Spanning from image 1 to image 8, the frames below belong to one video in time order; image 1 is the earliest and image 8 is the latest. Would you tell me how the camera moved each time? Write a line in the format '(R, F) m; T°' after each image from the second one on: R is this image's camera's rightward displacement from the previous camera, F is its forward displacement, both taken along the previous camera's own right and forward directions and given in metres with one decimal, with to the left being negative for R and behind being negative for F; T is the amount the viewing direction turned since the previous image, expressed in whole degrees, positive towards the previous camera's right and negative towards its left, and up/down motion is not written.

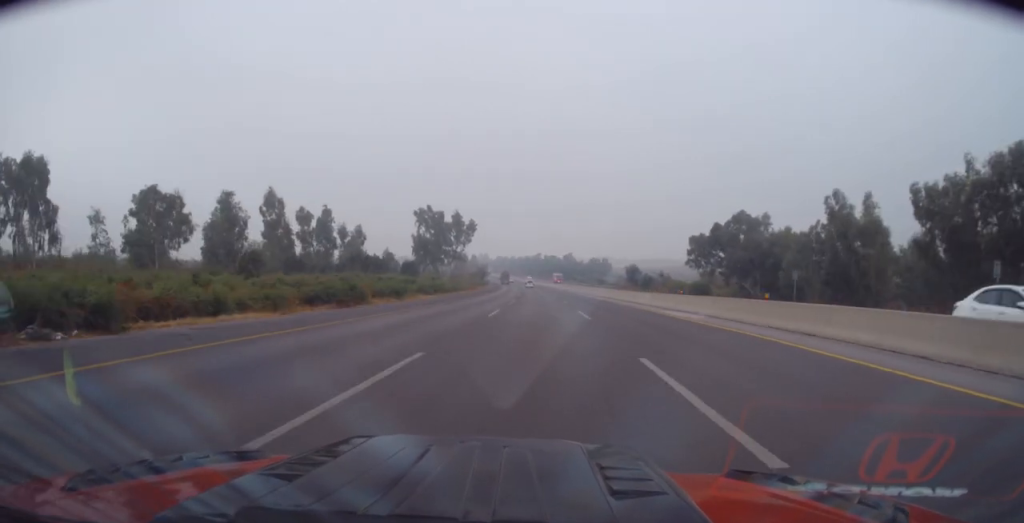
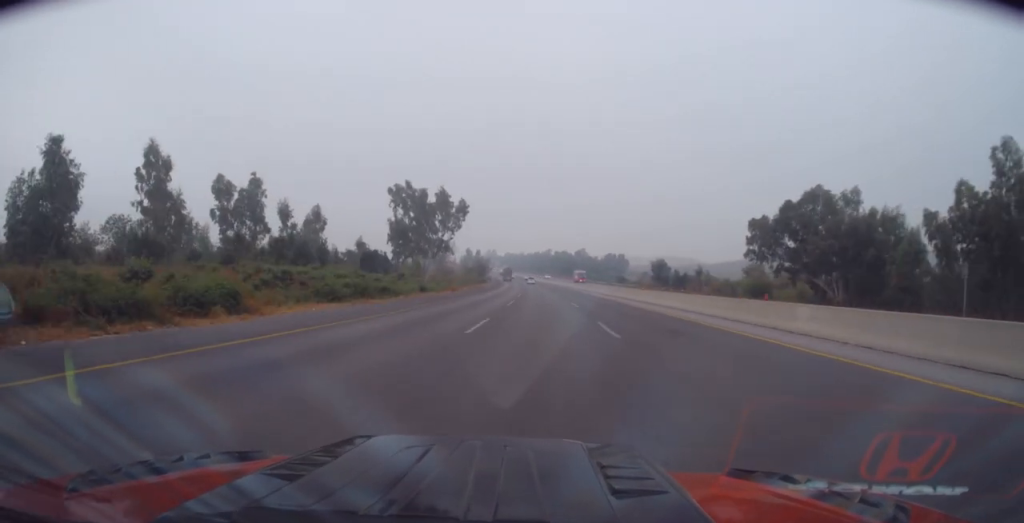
(0.0, +25.4) m; -1°
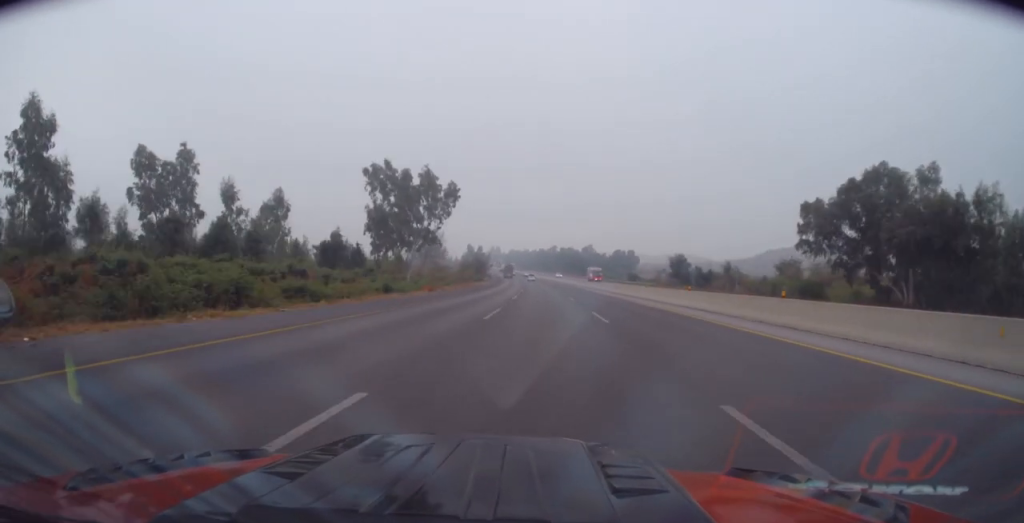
(+0.1, +14.4) m; -1°
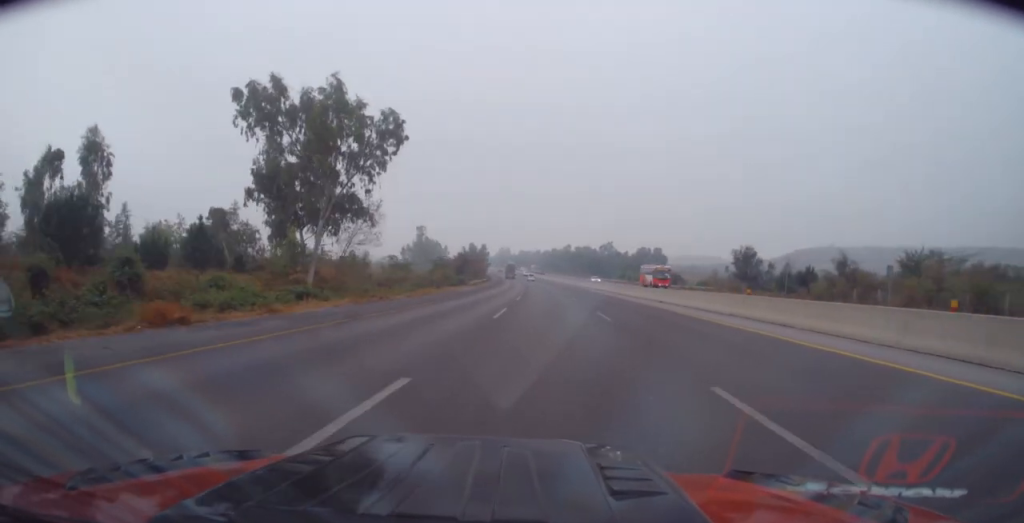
(-0.8, +34.8) m; -2°
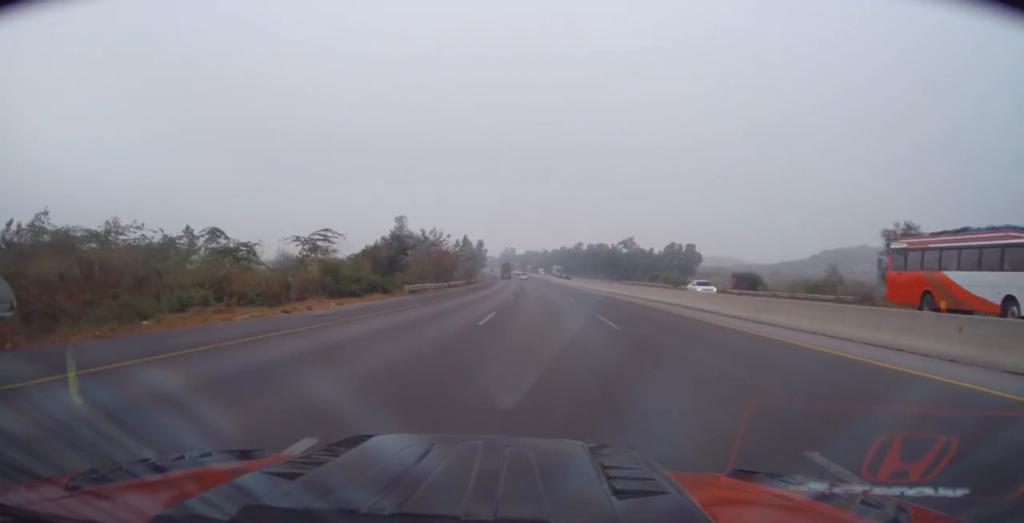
(+0.1, +38.9) m; 0°
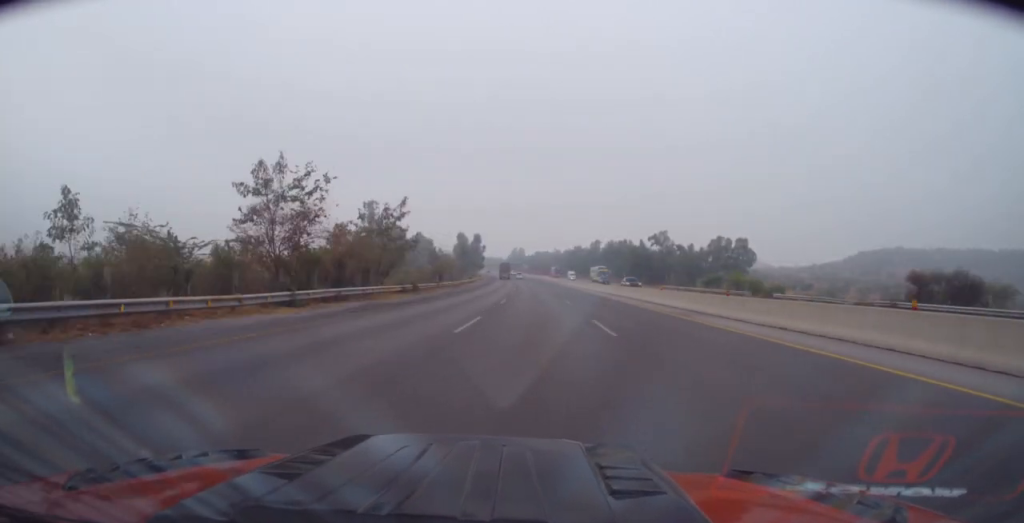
(-0.2, +38.4) m; -1°
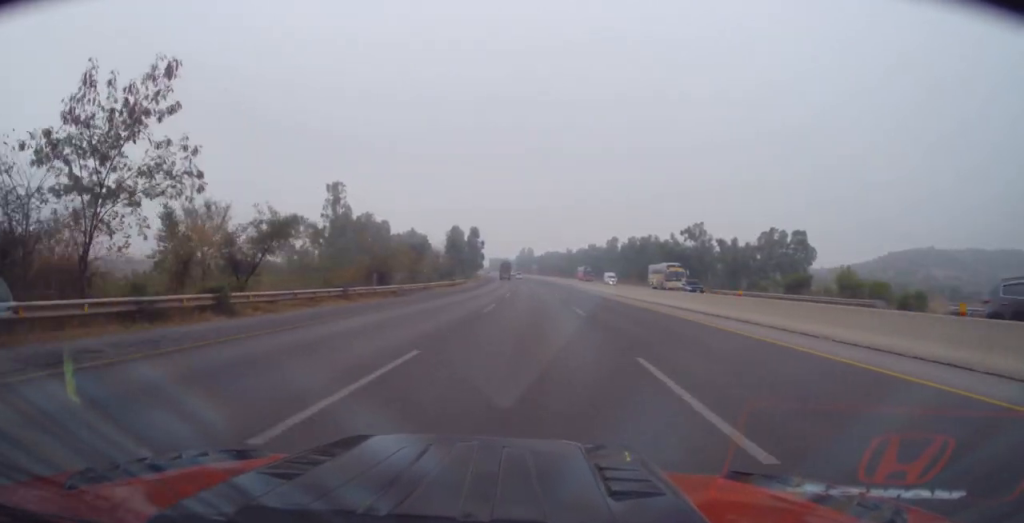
(-0.3, +27.8) m; -2°
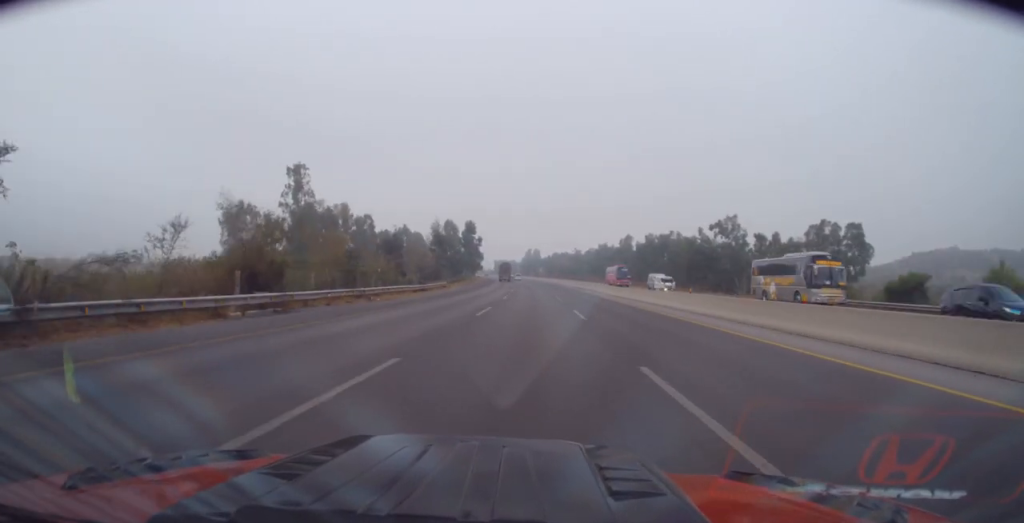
(-0.3, +19.0) m; -1°
